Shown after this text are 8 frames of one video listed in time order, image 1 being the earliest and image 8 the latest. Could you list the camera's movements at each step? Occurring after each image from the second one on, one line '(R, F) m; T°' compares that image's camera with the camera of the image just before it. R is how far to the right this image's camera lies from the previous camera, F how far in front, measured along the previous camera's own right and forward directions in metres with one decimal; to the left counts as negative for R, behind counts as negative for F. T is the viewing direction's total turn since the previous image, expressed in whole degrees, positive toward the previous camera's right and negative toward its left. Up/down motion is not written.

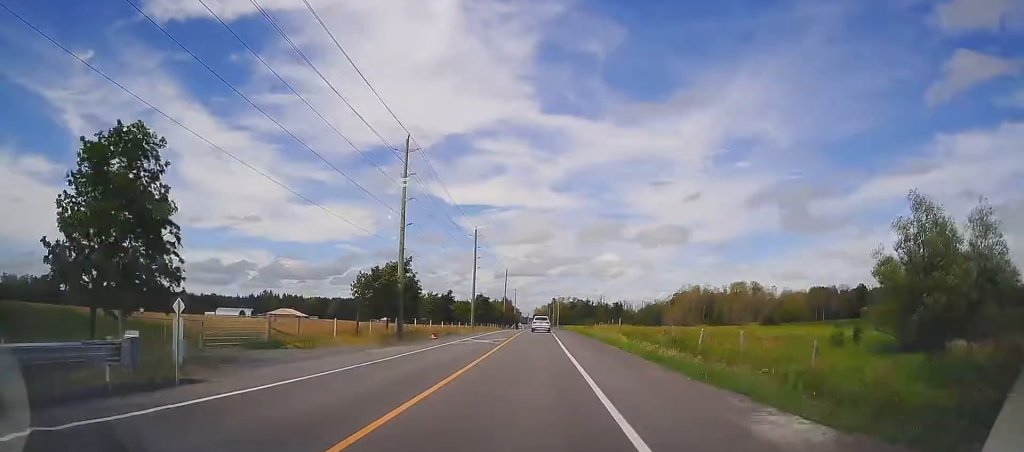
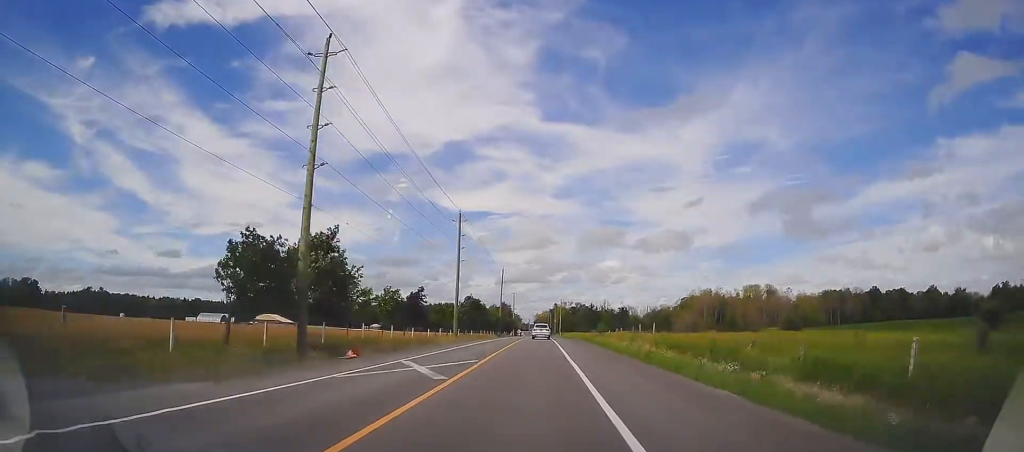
(-0.2, +16.6) m; -1°
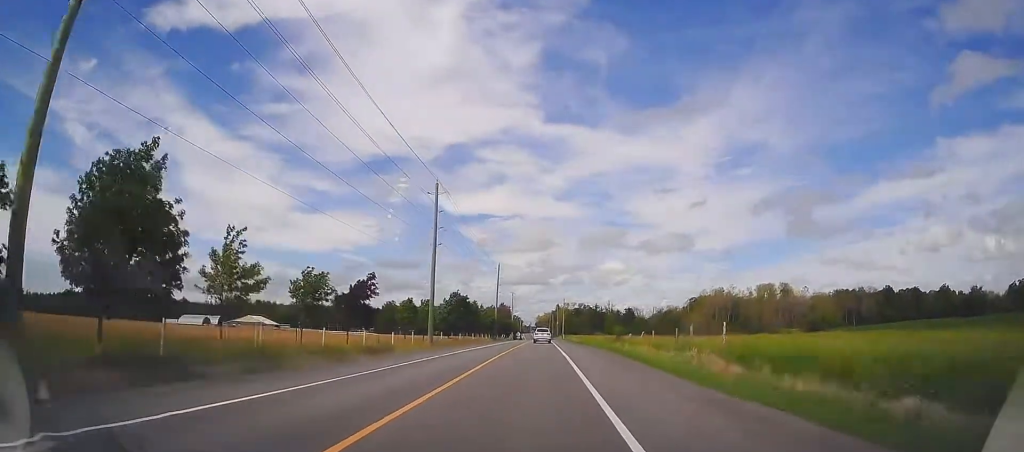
(0.0, +15.1) m; 0°
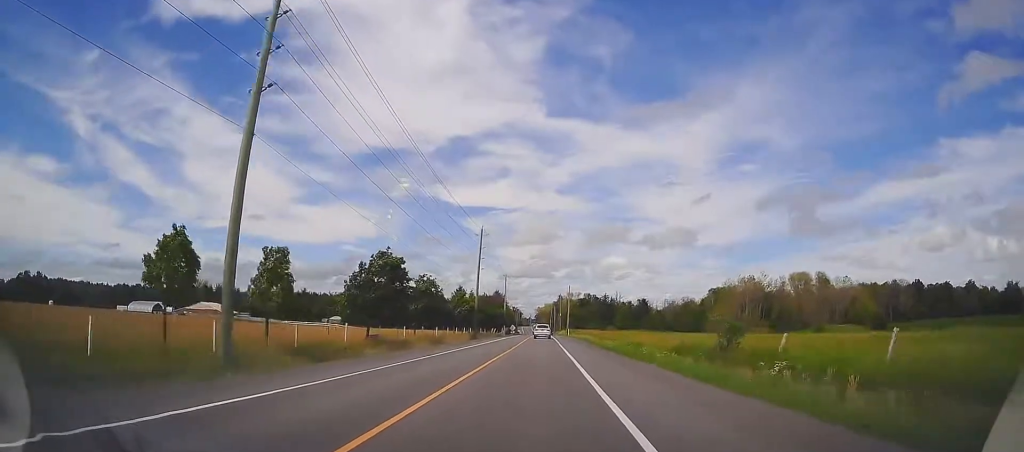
(+0.9, +34.1) m; +1°
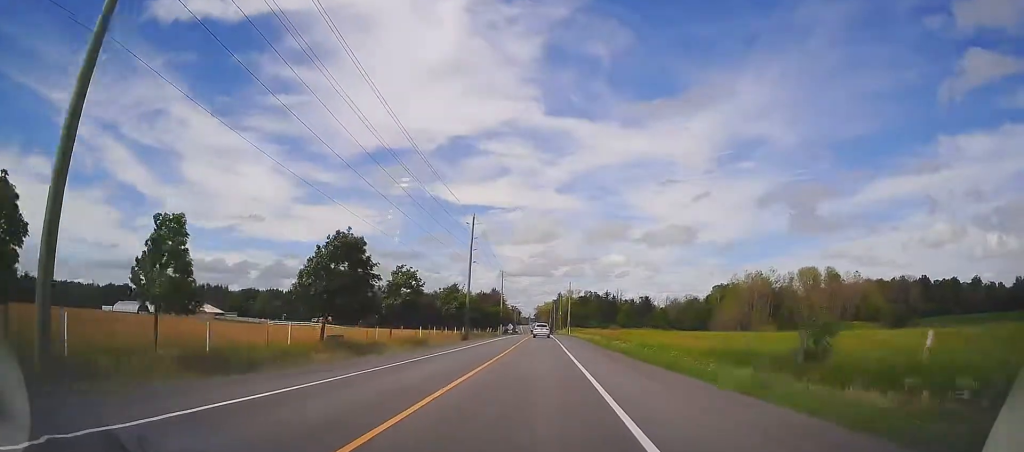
(-0.2, +8.1) m; -1°
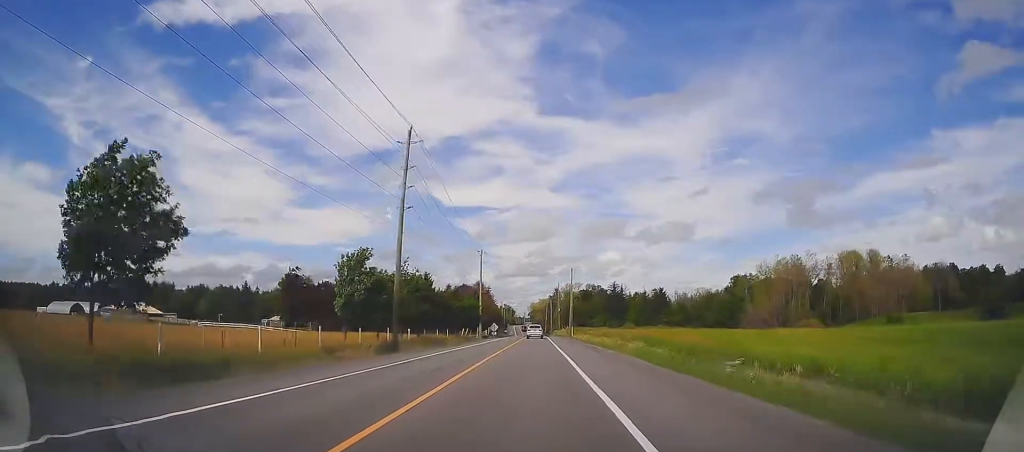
(-0.1, +32.8) m; +1°
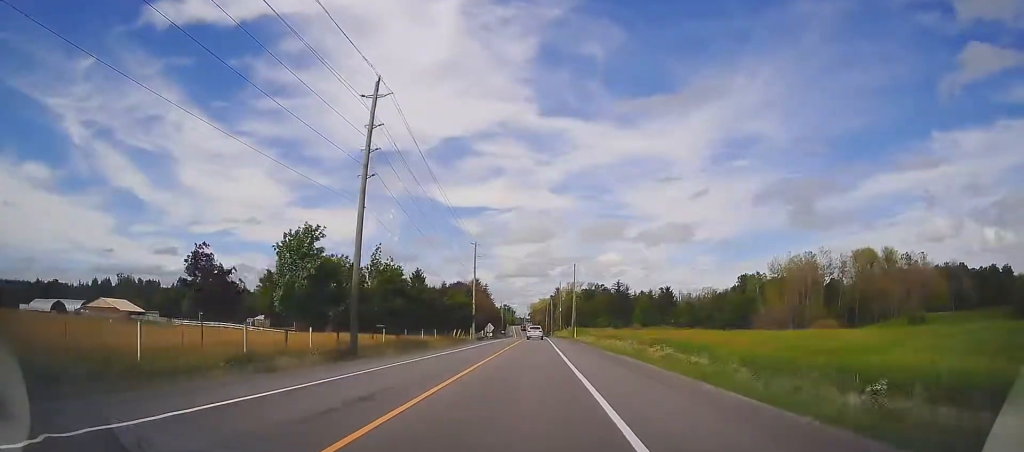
(+0.1, +8.6) m; 0°
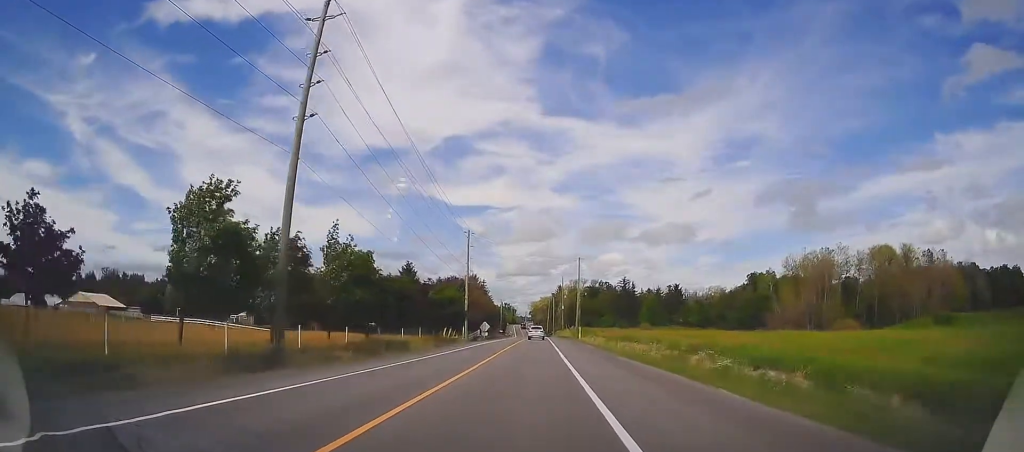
(0.0, +9.2) m; -1°
